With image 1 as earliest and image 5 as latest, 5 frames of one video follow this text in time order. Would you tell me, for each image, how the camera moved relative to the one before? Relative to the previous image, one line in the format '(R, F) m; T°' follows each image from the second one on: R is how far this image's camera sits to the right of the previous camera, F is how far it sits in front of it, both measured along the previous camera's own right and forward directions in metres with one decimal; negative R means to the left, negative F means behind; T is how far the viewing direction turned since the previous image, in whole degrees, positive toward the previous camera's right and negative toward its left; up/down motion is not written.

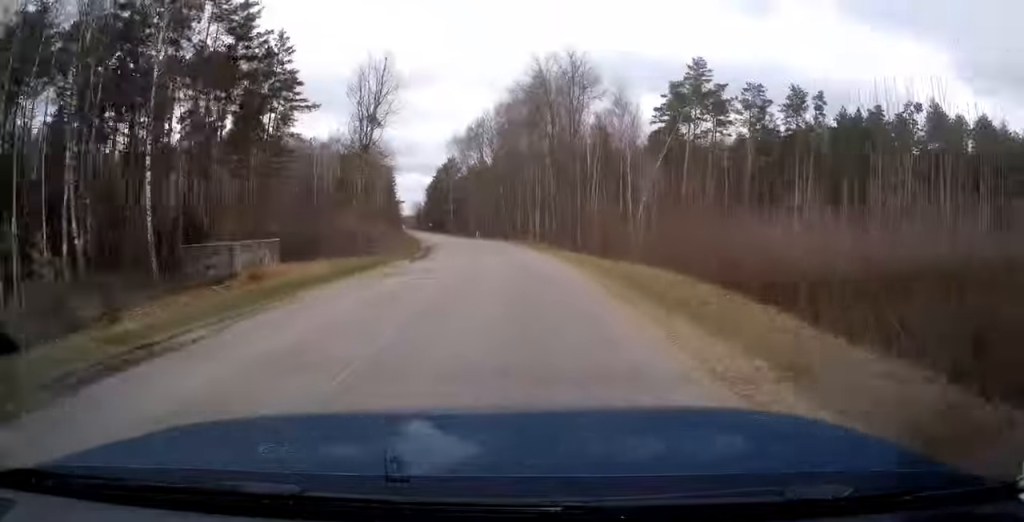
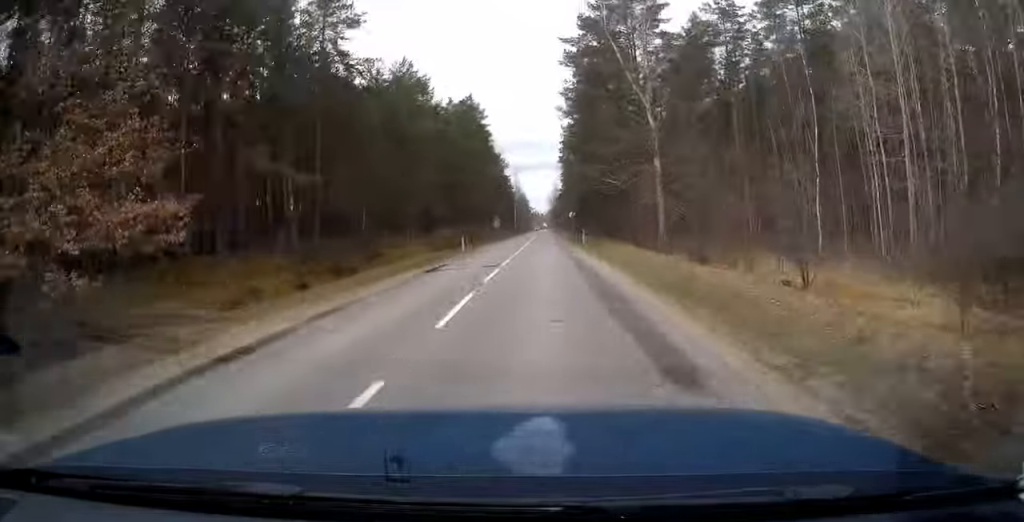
(-18.9, +134.8) m; -11°
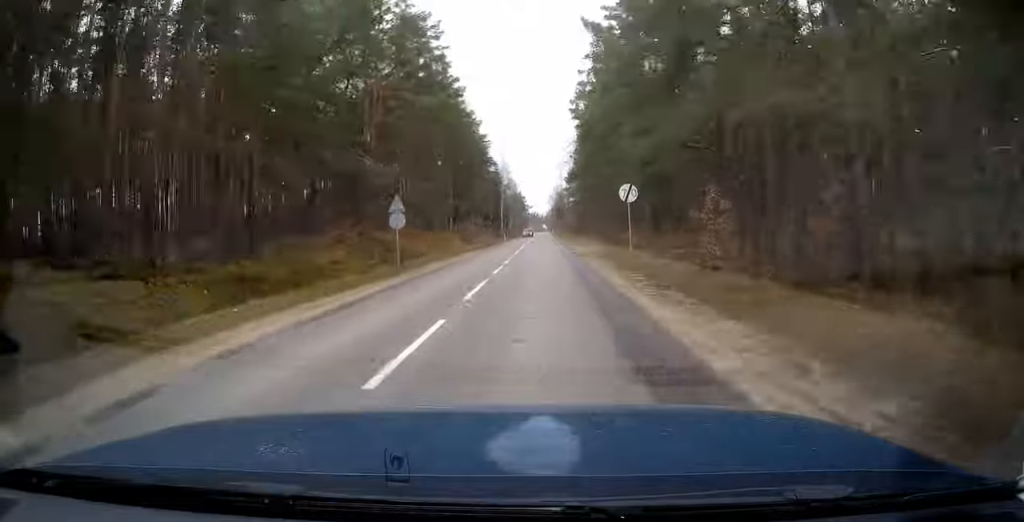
(+0.3, +57.2) m; 0°
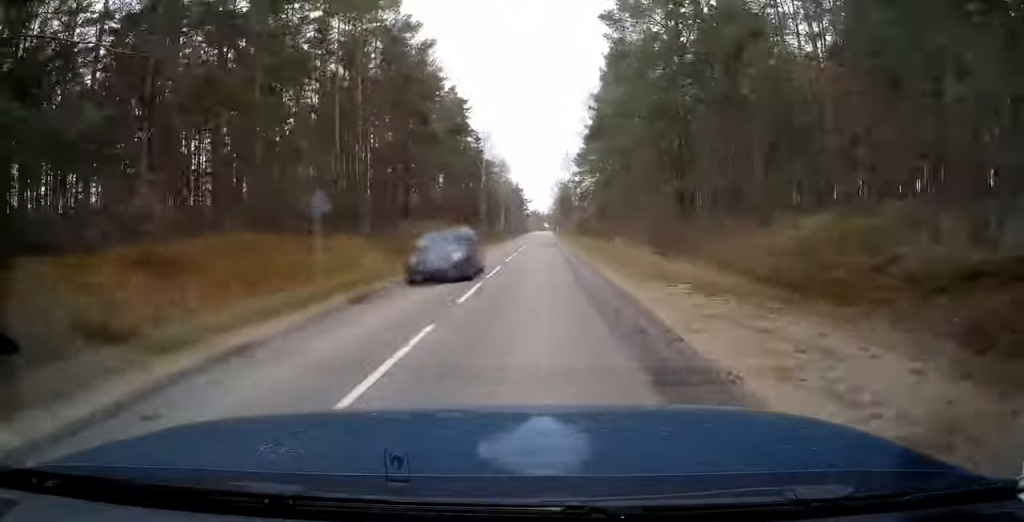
(-0.1, +40.6) m; 0°
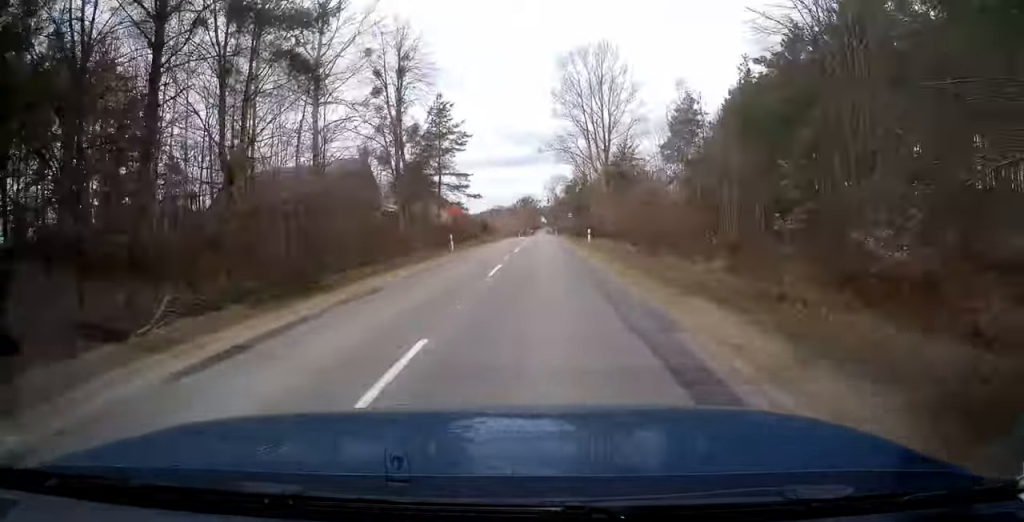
(-0.6, +207.7) m; -1°
